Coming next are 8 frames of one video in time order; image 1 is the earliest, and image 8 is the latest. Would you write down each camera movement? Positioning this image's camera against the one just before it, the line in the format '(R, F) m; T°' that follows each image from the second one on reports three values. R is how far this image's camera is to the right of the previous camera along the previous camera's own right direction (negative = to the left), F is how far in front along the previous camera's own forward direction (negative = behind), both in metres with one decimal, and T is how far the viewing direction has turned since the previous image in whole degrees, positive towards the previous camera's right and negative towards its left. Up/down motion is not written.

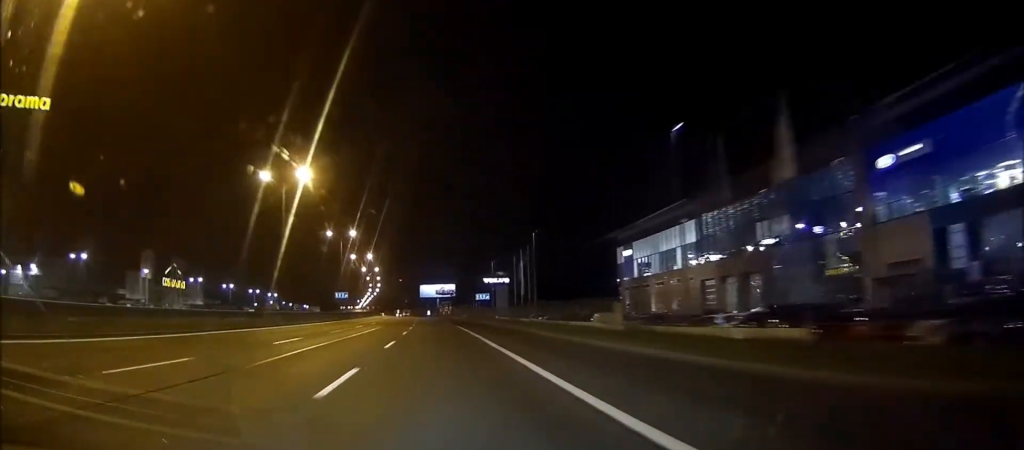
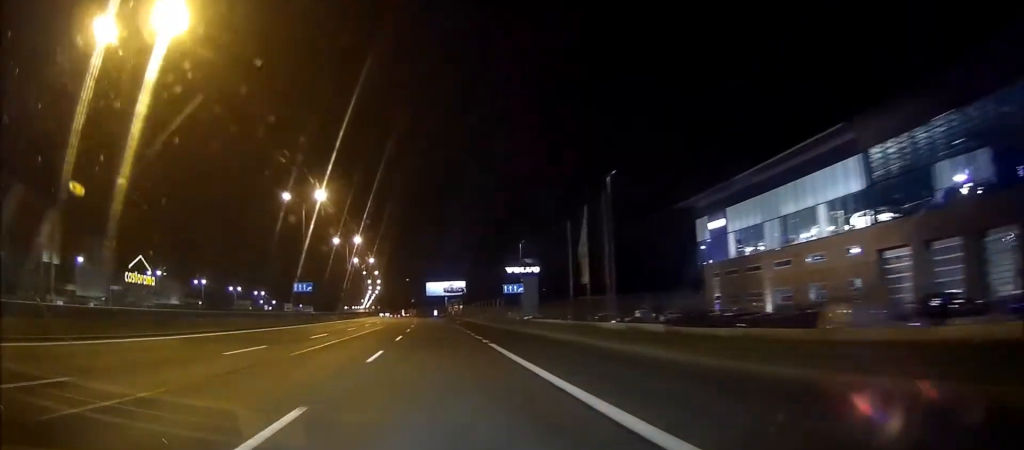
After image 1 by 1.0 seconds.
(-0.3, +29.6) m; -1°
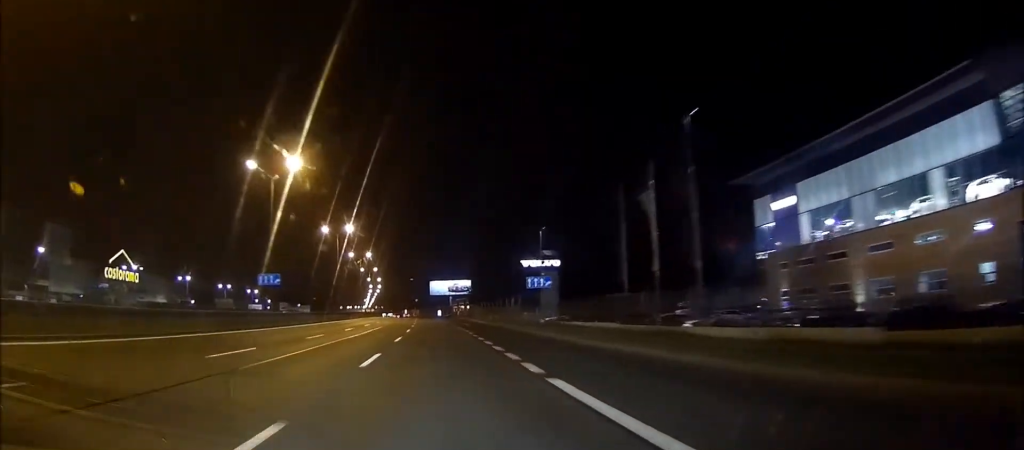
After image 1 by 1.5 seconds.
(+0.1, +13.3) m; 0°
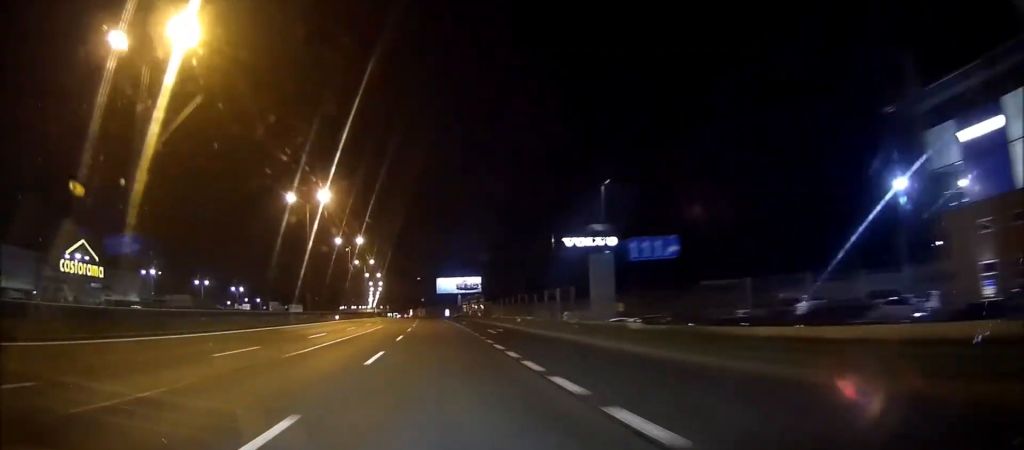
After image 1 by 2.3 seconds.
(-0.1, +23.8) m; -1°
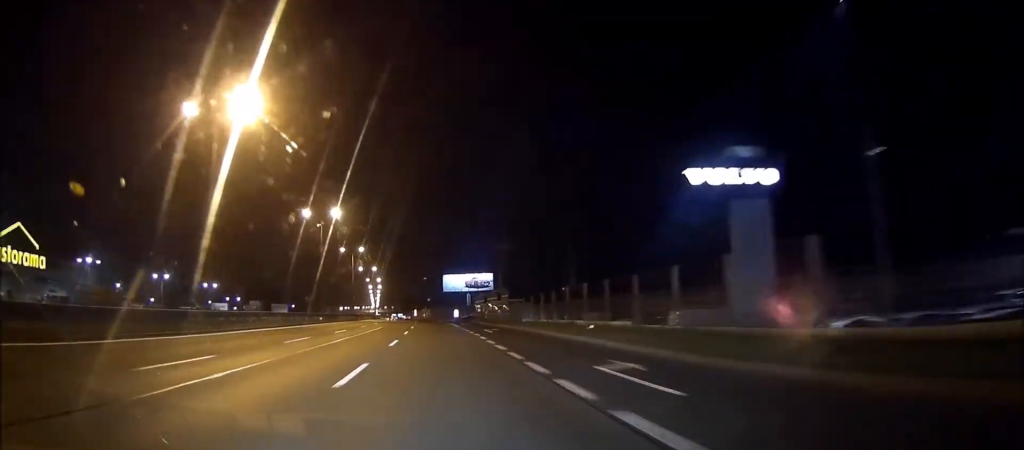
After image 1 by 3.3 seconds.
(-0.2, +28.5) m; -1°
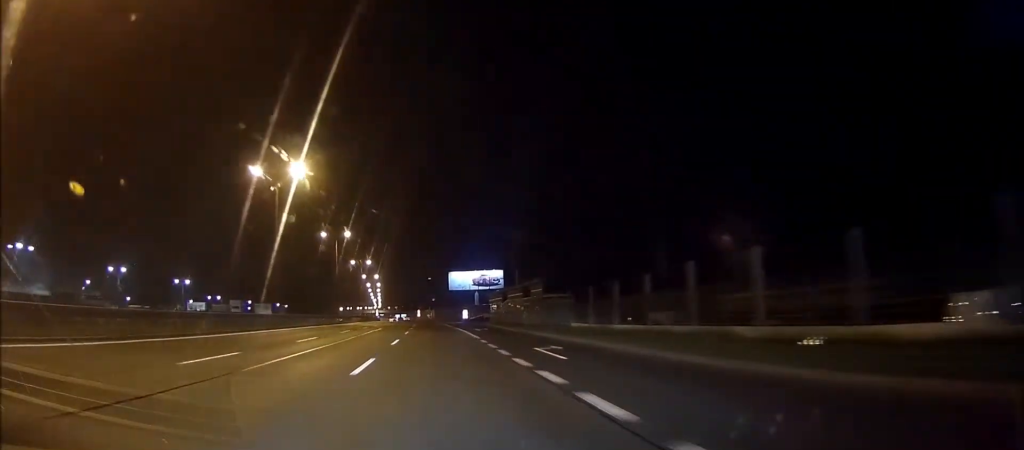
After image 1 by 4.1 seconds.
(-0.1, +21.8) m; -1°
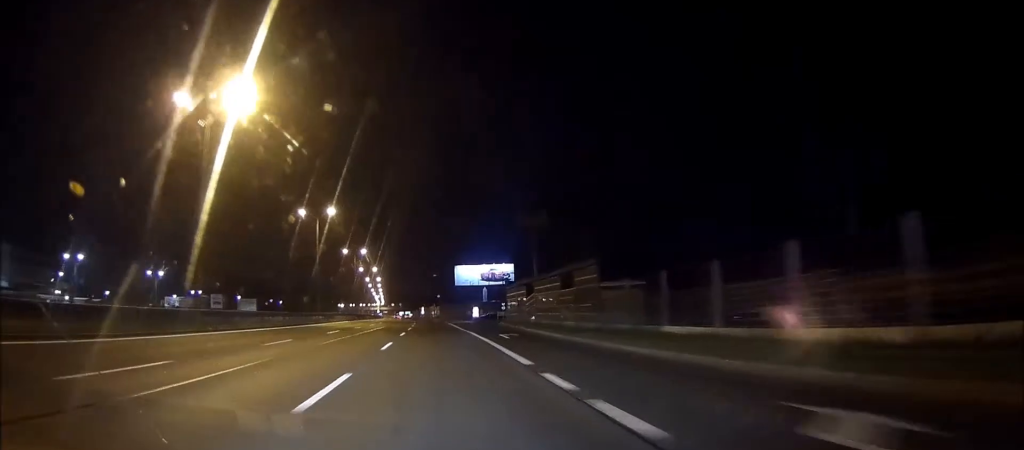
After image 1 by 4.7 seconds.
(-0.1, +17.1) m; -1°
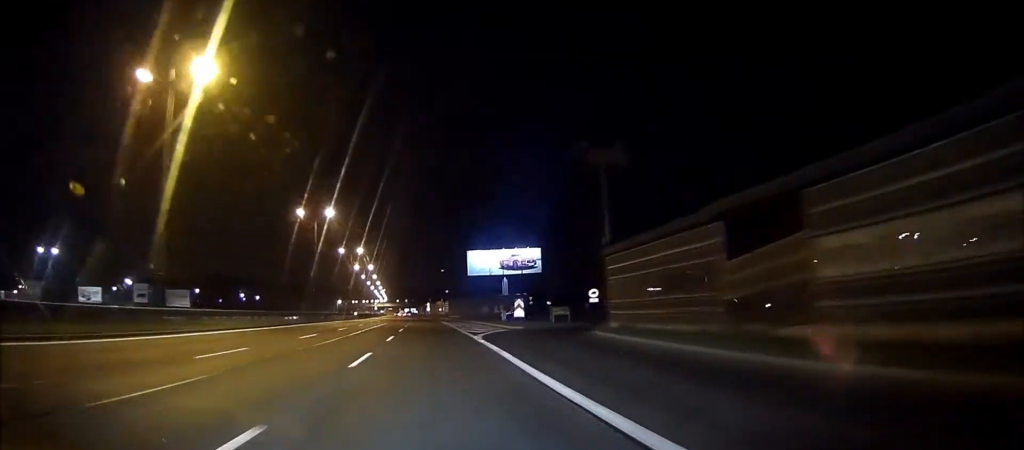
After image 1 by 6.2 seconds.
(-0.6, +41.6) m; -1°
